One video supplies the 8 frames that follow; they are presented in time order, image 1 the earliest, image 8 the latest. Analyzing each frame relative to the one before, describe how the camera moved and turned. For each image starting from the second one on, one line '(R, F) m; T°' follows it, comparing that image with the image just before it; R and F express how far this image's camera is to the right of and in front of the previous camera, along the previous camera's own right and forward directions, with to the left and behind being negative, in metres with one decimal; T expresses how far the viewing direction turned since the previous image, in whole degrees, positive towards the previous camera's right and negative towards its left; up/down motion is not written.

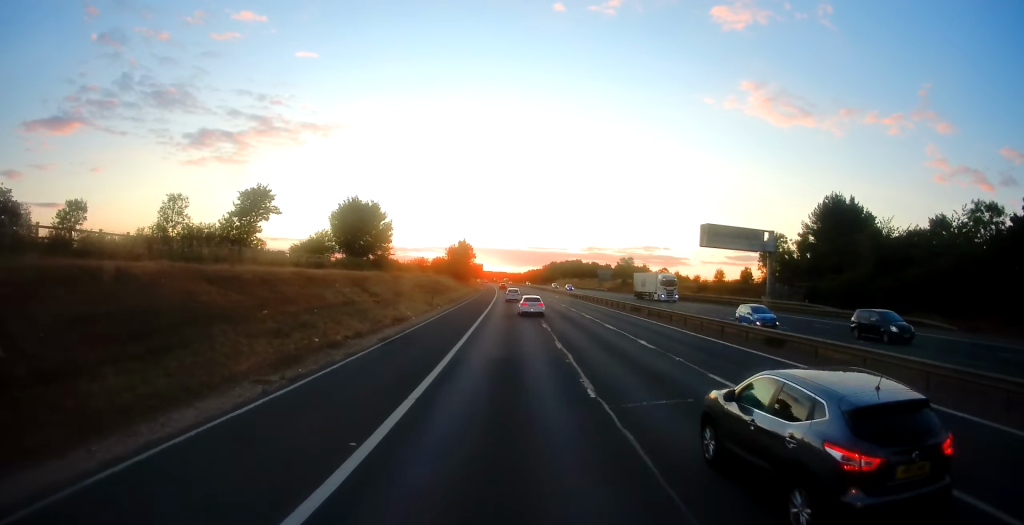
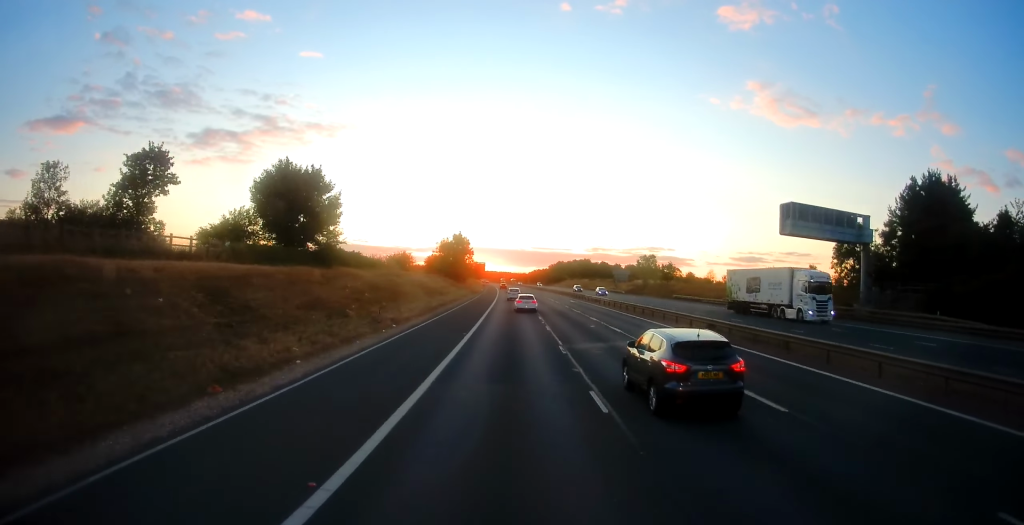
(+0.2, +19.9) m; 0°
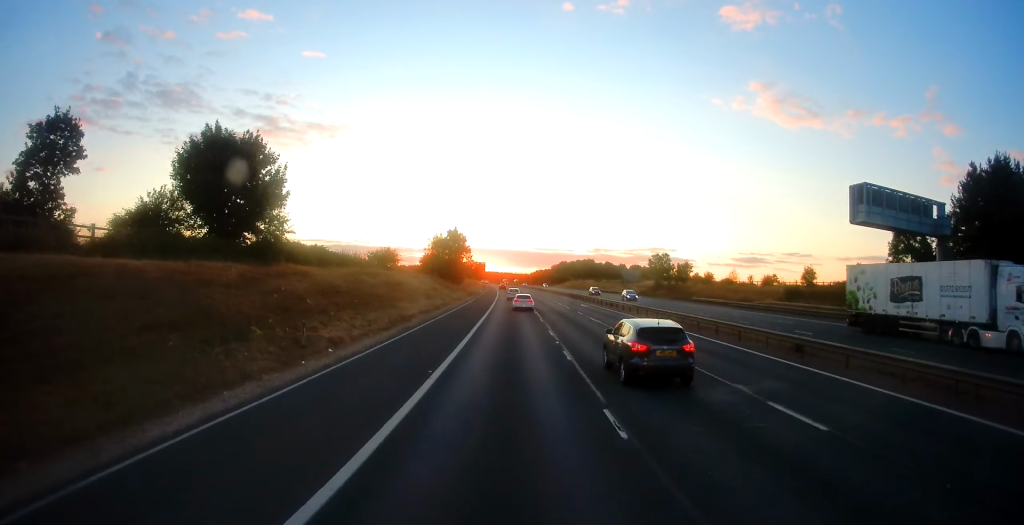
(-0.2, +10.8) m; -1°
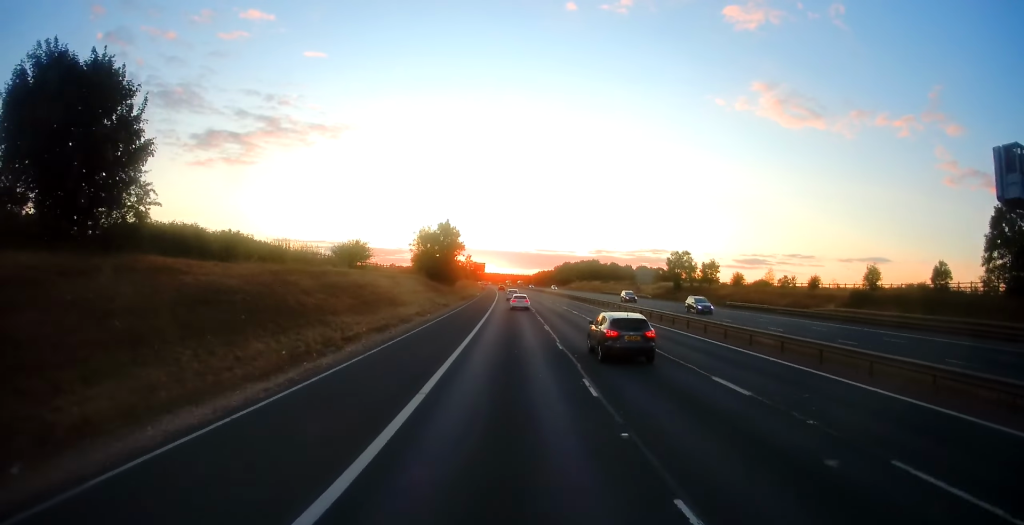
(-0.1, +14.1) m; 0°
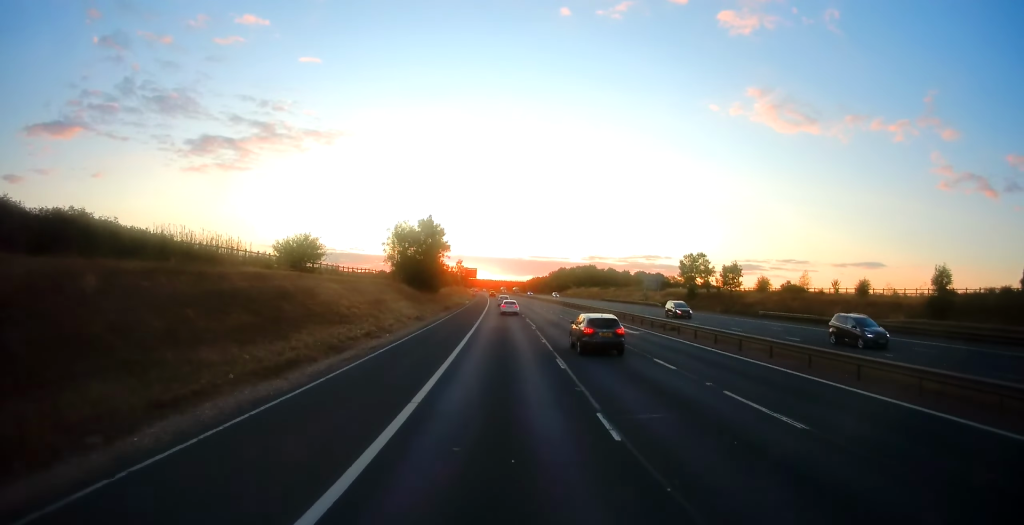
(-0.1, +12.4) m; 0°
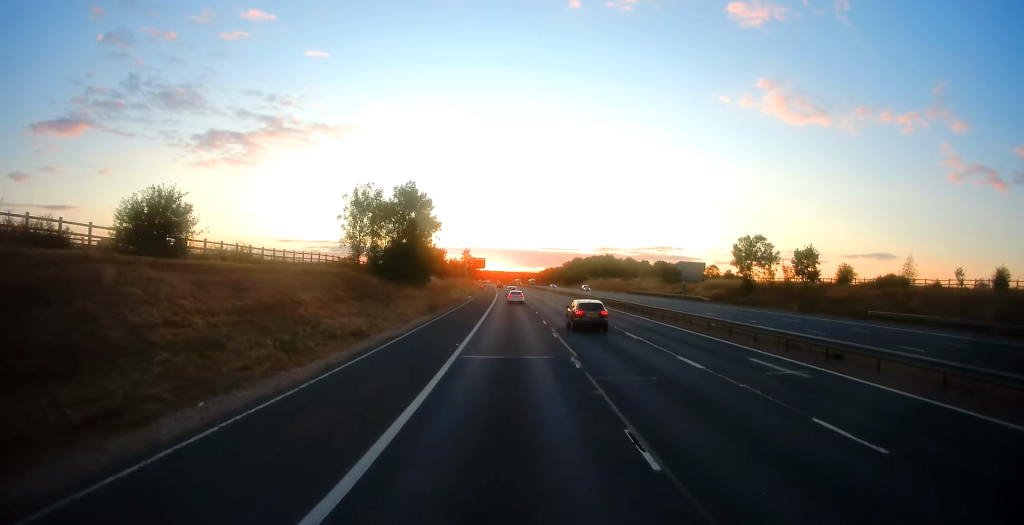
(+0.2, +19.9) m; 0°
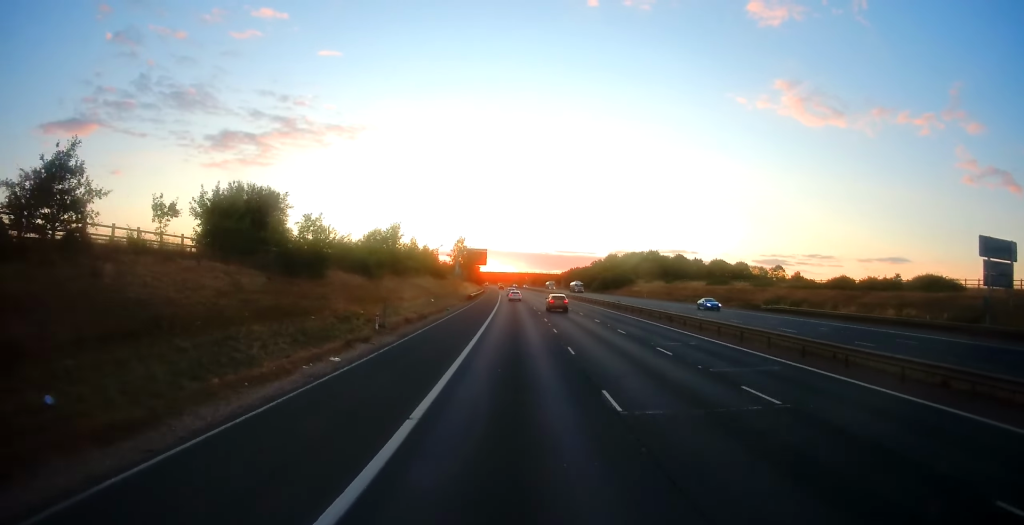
(-1.6, +67.7) m; -2°
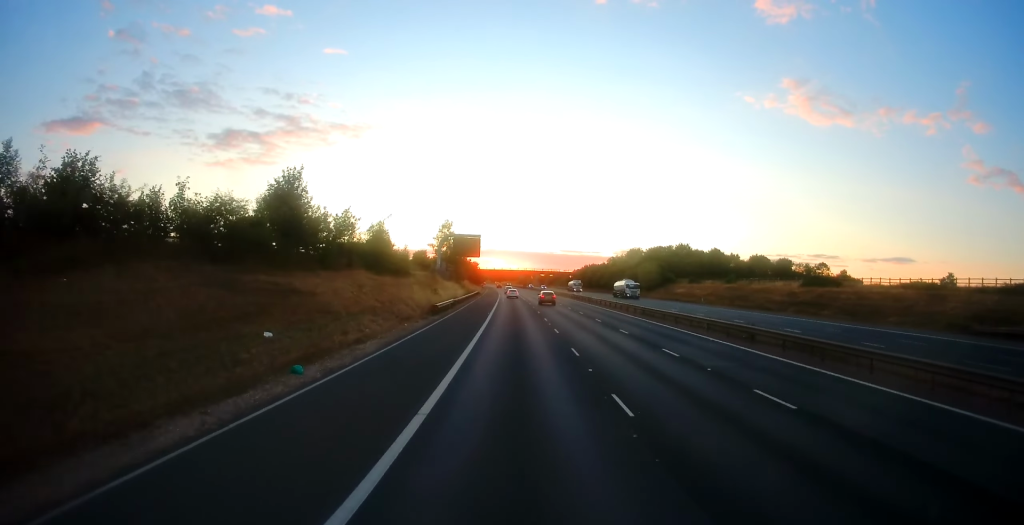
(-0.2, +36.2) m; -1°
